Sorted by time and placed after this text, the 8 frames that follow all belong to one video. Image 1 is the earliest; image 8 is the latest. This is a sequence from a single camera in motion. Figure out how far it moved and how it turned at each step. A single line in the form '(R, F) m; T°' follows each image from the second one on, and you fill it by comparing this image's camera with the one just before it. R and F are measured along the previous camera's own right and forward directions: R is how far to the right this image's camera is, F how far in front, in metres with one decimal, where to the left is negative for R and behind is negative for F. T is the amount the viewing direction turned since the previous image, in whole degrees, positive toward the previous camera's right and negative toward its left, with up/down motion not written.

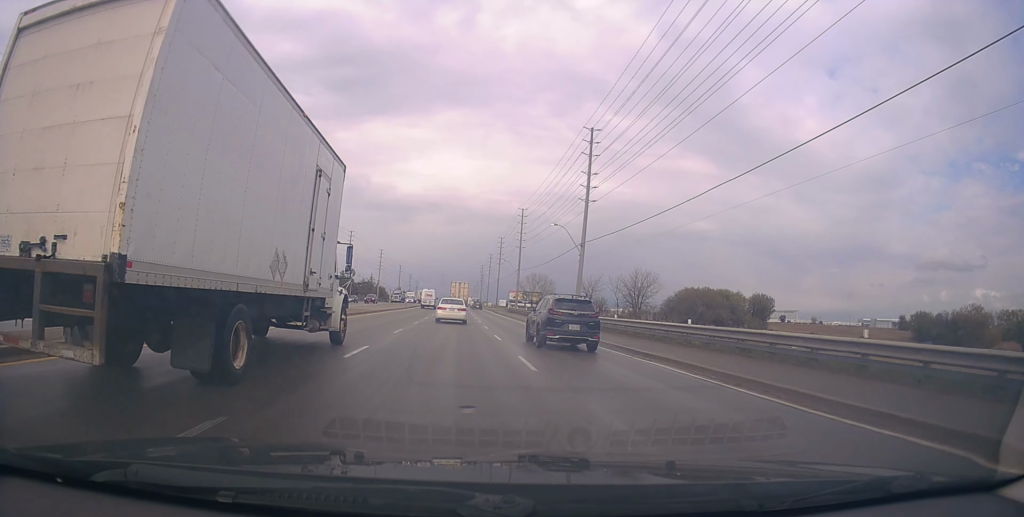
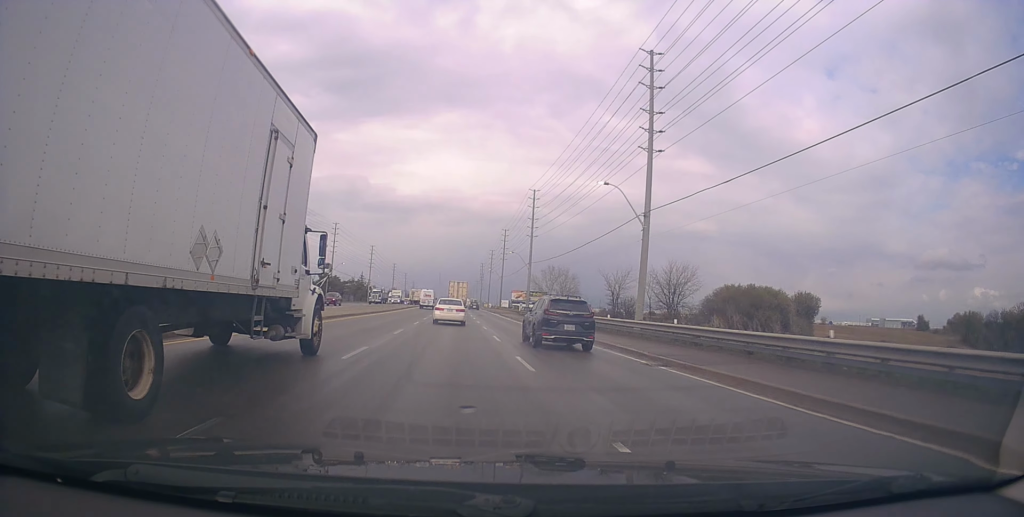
(+0.2, +17.8) m; 0°
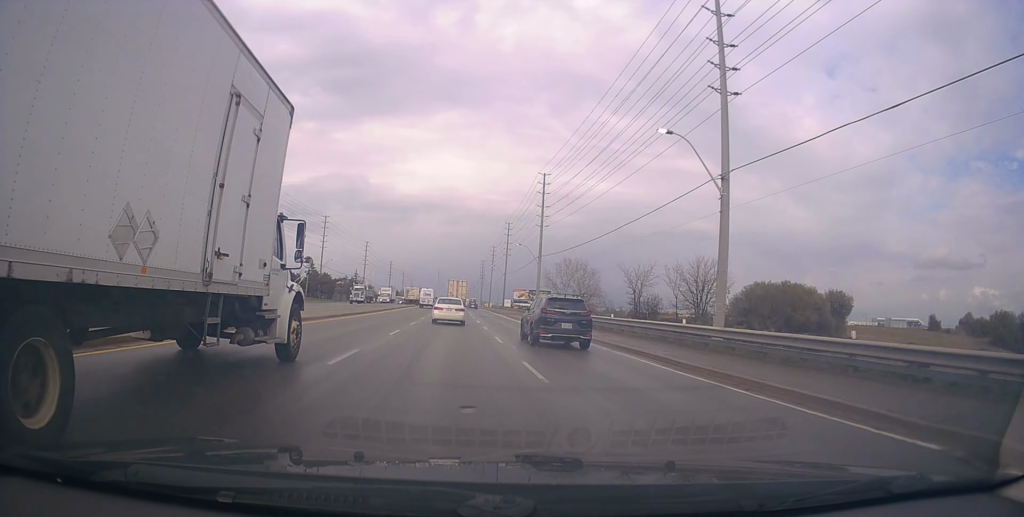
(0.0, +10.1) m; 0°
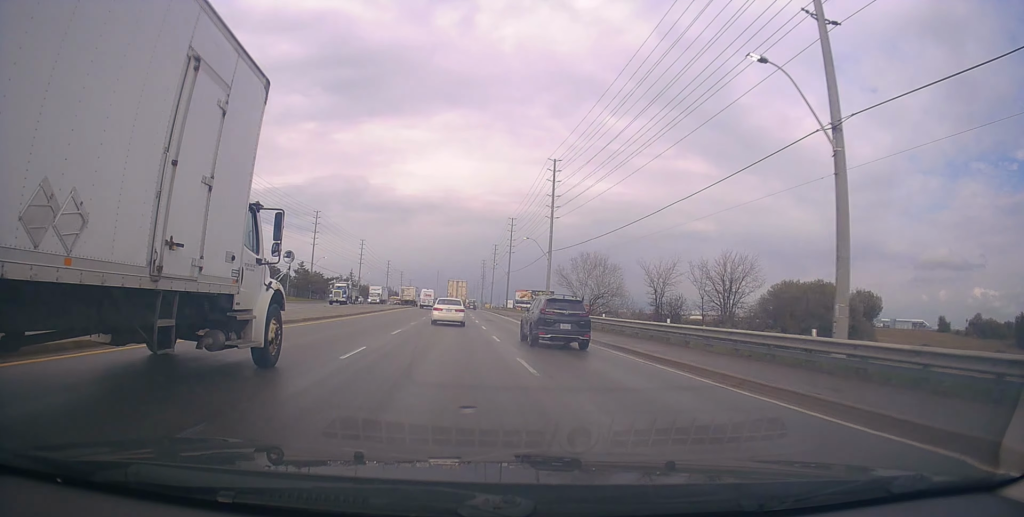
(-0.1, +8.1) m; 0°
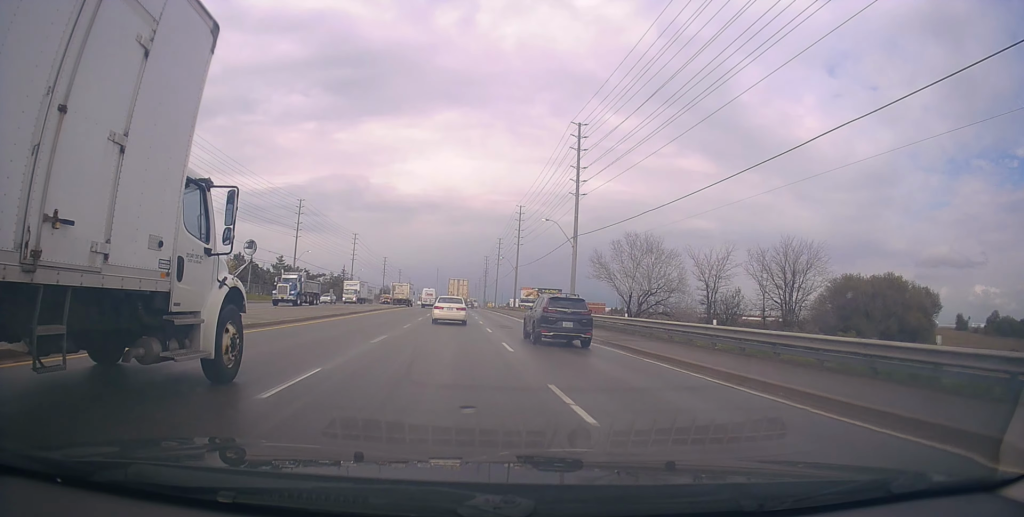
(+0.1, +14.0) m; 0°
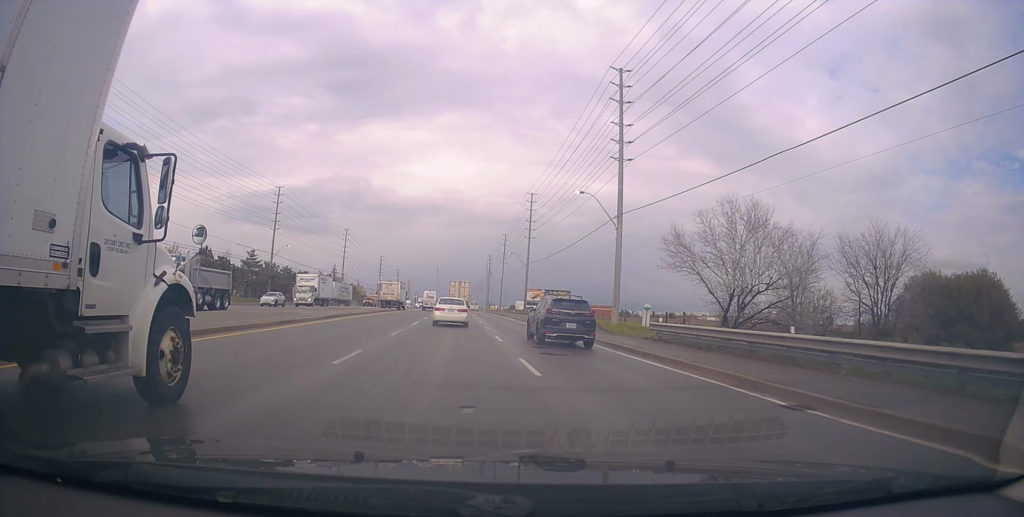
(0.0, +13.9) m; 0°
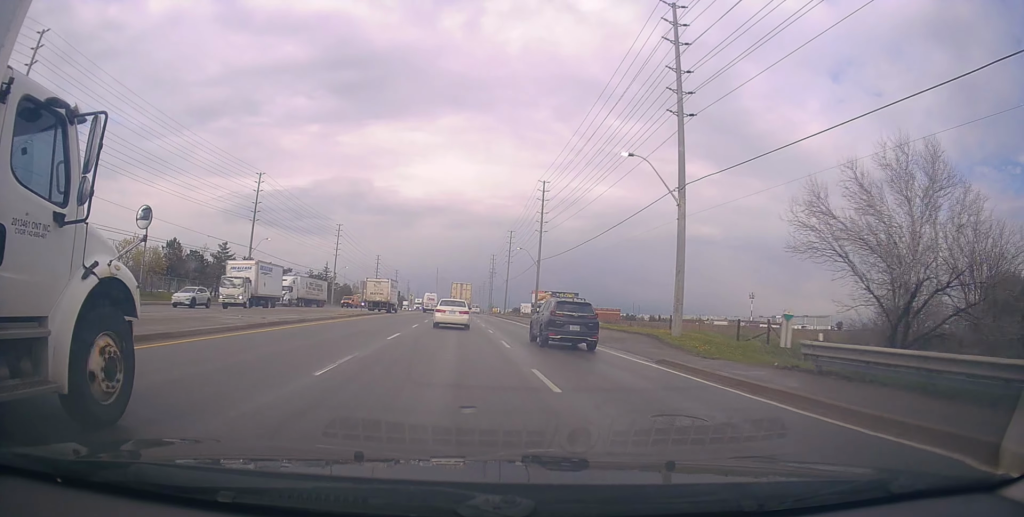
(-0.1, +10.7) m; -1°
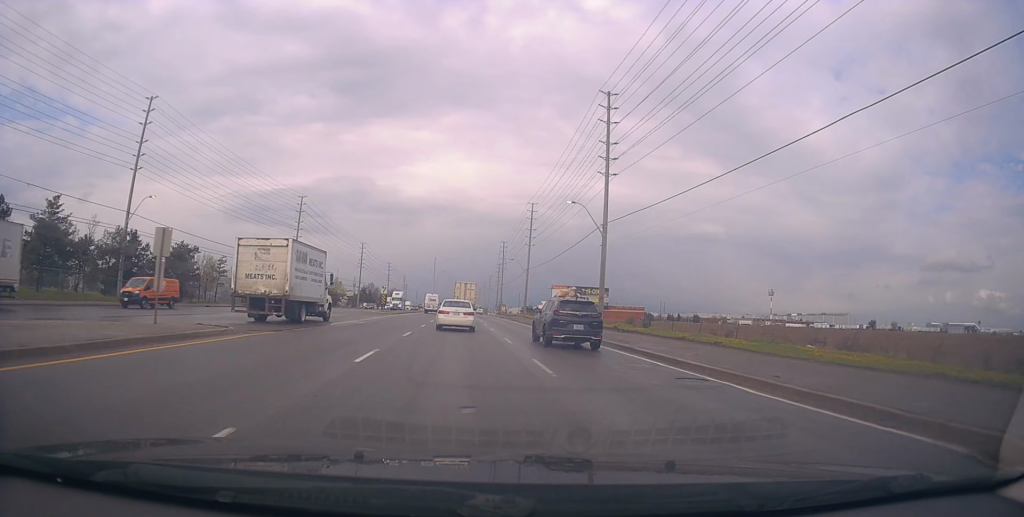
(+0.7, +34.1) m; +1°
